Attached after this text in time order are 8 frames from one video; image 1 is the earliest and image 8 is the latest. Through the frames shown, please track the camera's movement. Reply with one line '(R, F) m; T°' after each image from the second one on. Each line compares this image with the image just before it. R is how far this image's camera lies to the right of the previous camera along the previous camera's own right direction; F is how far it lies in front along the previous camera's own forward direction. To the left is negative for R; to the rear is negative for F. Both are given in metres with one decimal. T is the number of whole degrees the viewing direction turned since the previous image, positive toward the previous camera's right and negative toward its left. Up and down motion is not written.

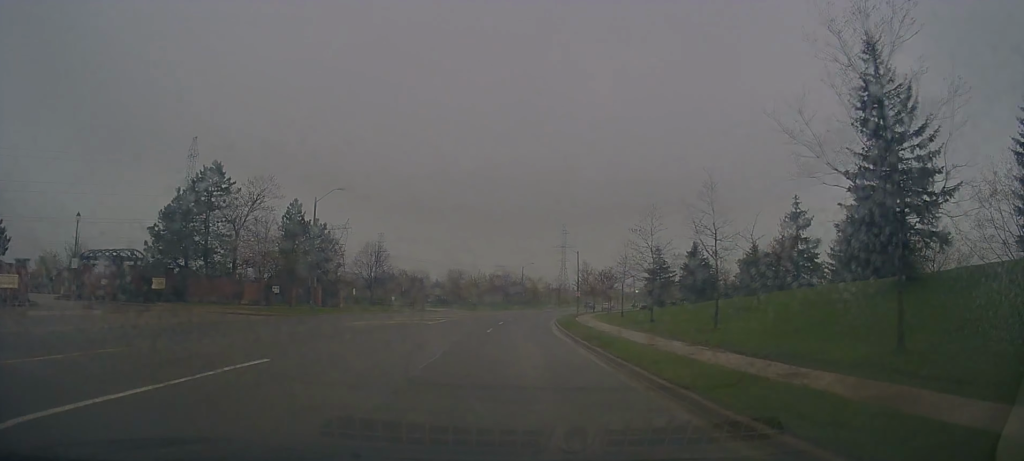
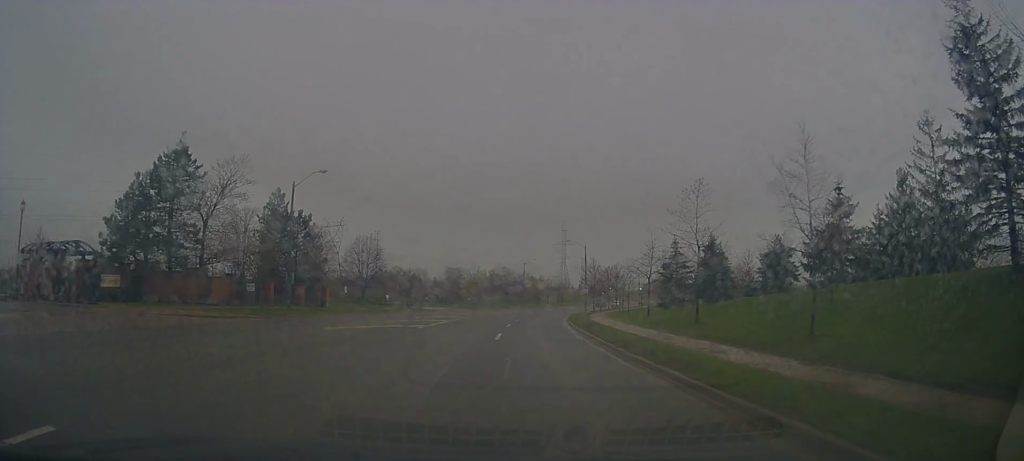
(+0.3, +5.8) m; +1°
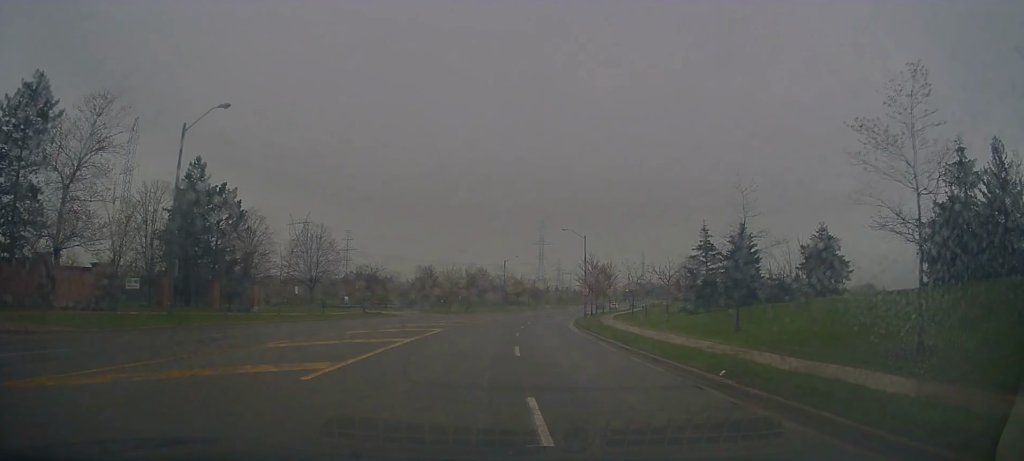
(+0.3, +14.0) m; +1°
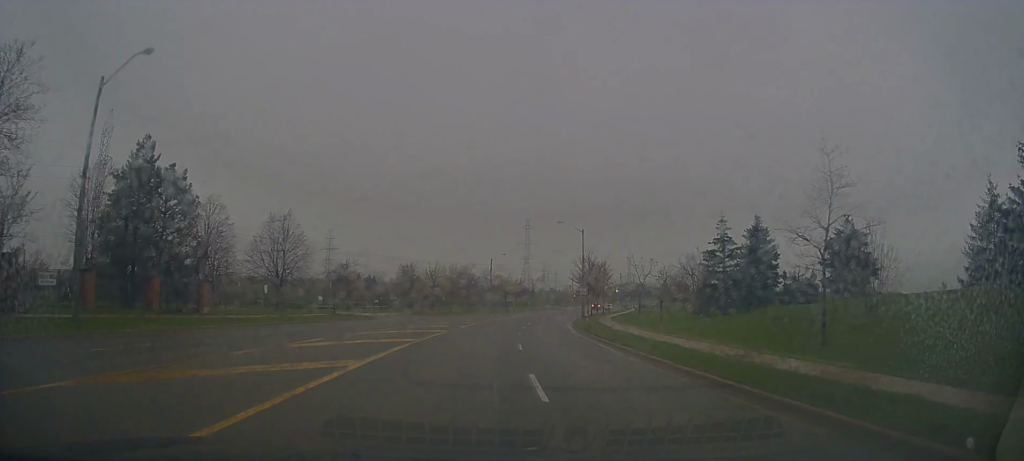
(0.0, +6.4) m; 0°
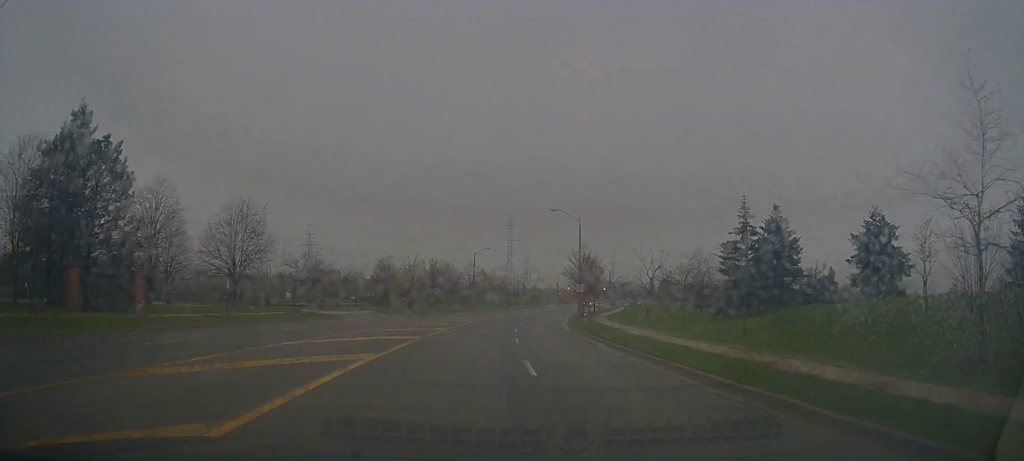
(0.0, +6.7) m; +1°
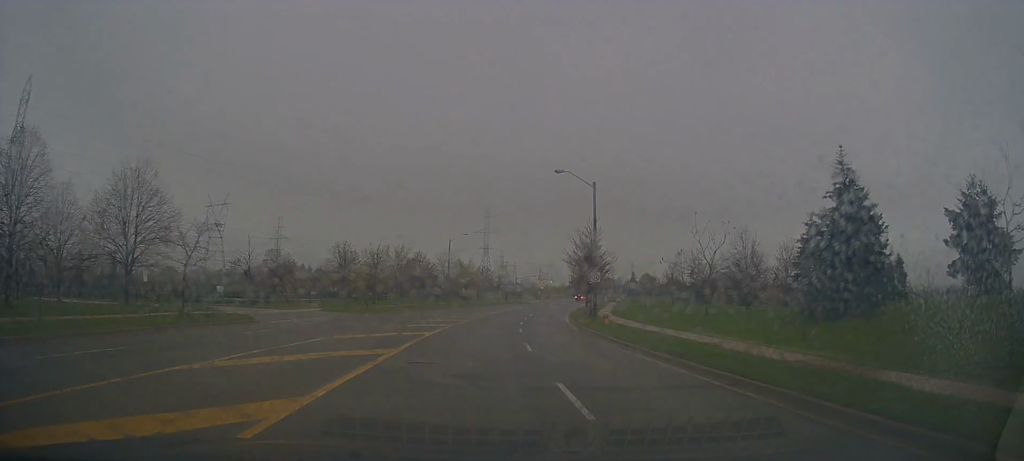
(+0.3, +13.3) m; +3°
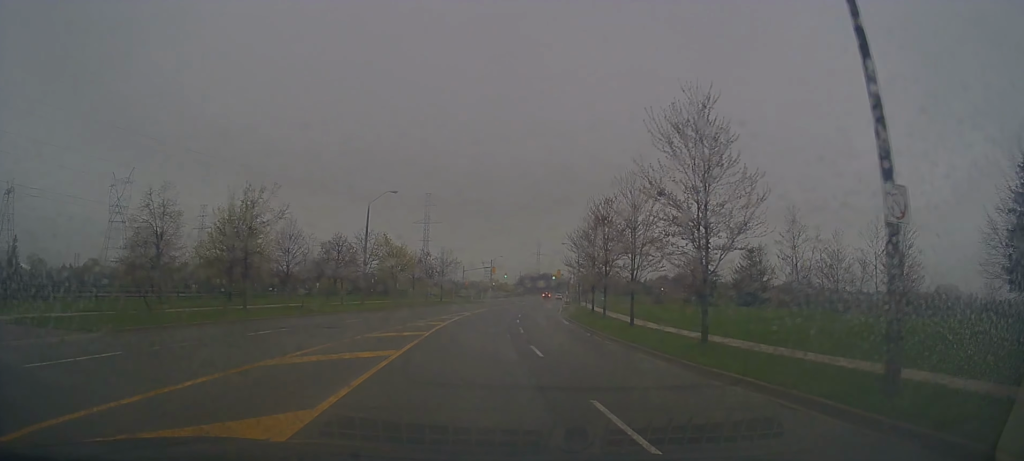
(+1.9, +28.2) m; +6°
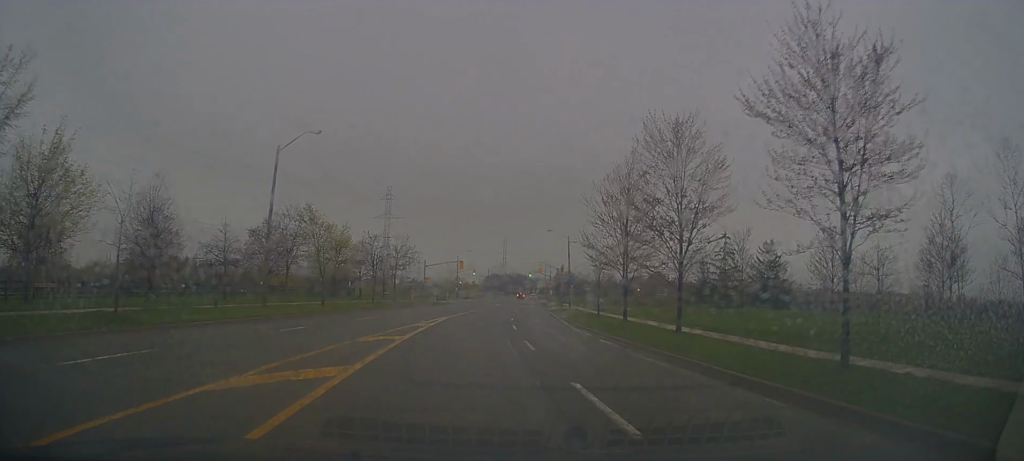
(+0.4, +17.5) m; +3°
